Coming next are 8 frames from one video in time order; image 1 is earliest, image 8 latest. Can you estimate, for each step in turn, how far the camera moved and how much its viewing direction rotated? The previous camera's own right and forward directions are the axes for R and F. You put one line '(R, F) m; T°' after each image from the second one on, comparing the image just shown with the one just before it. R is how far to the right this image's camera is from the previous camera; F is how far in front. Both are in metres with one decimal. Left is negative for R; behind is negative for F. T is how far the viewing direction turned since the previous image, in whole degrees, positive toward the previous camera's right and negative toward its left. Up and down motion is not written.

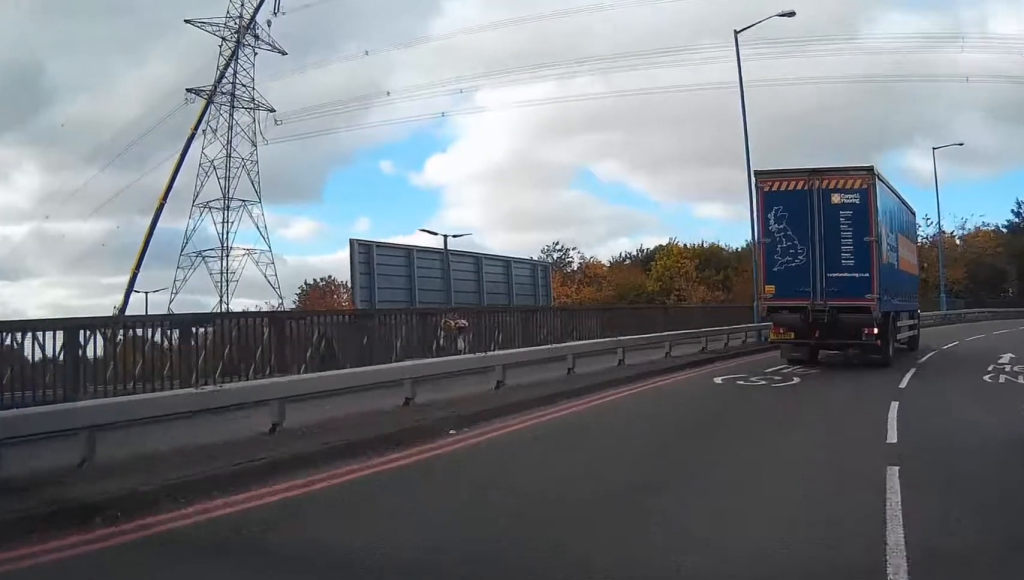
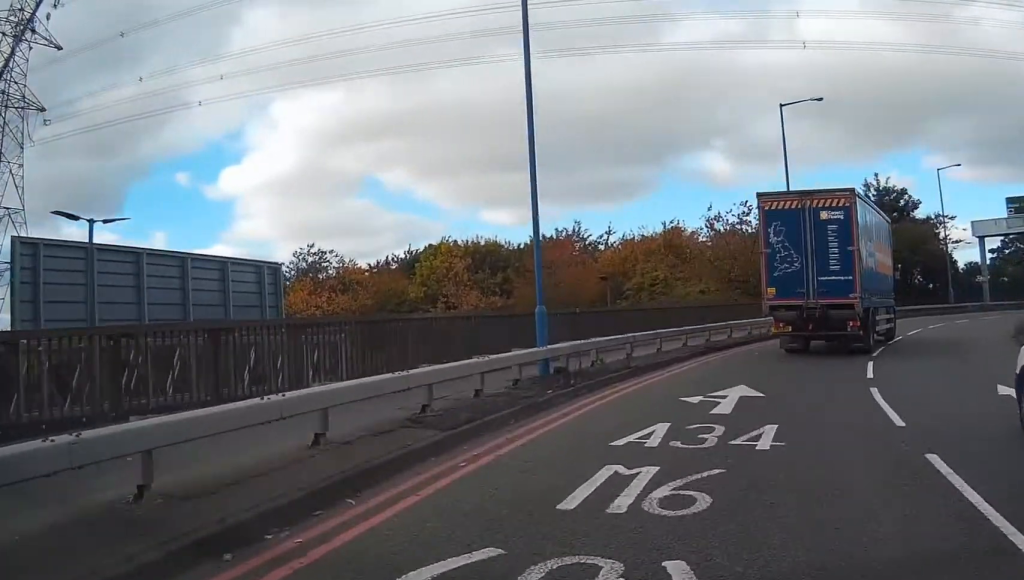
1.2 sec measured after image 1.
(0.0, +10.7) m; +1°
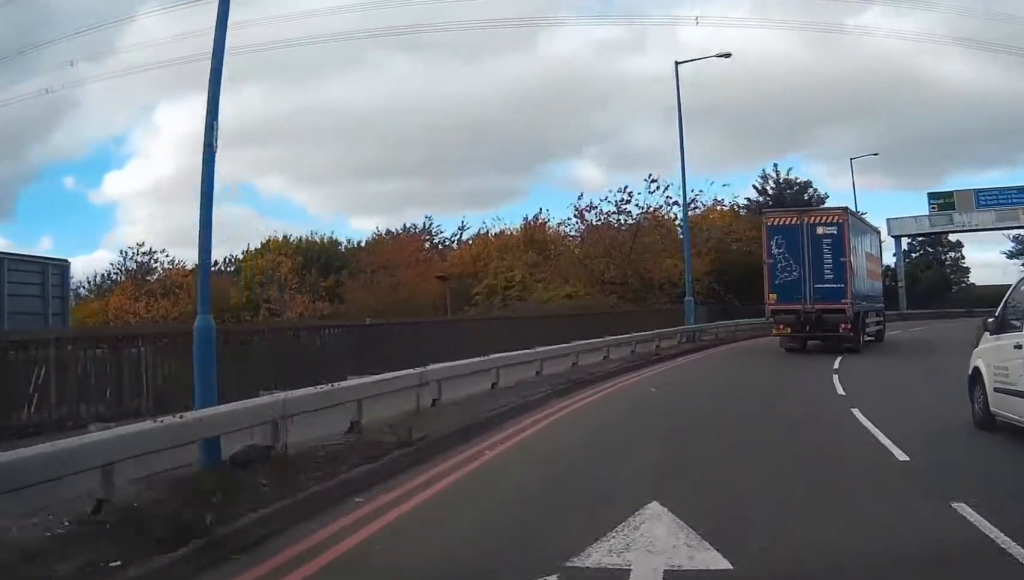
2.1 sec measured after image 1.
(+0.1, +8.1) m; +7°
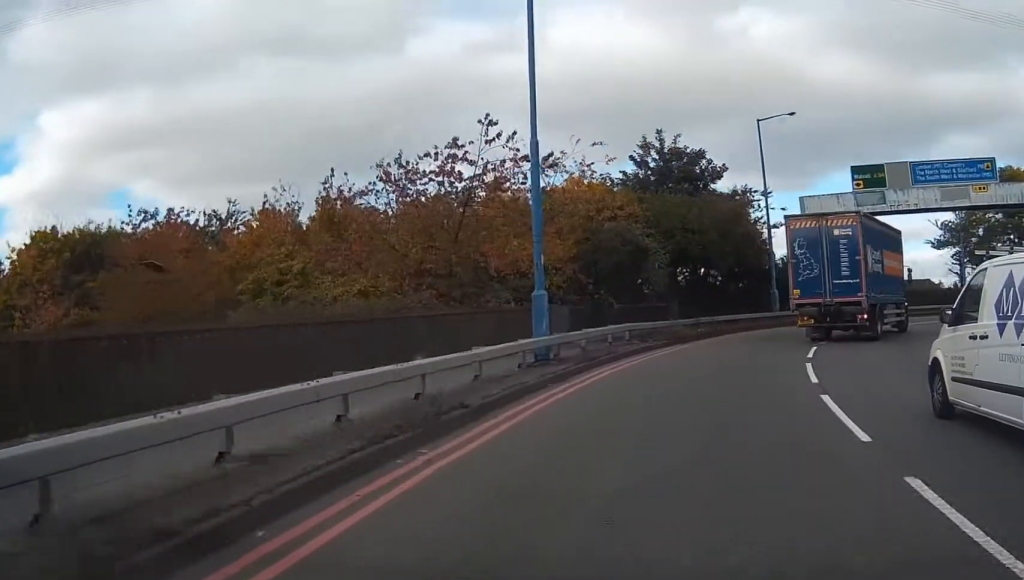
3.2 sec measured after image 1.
(+1.4, +10.7) m; +15°
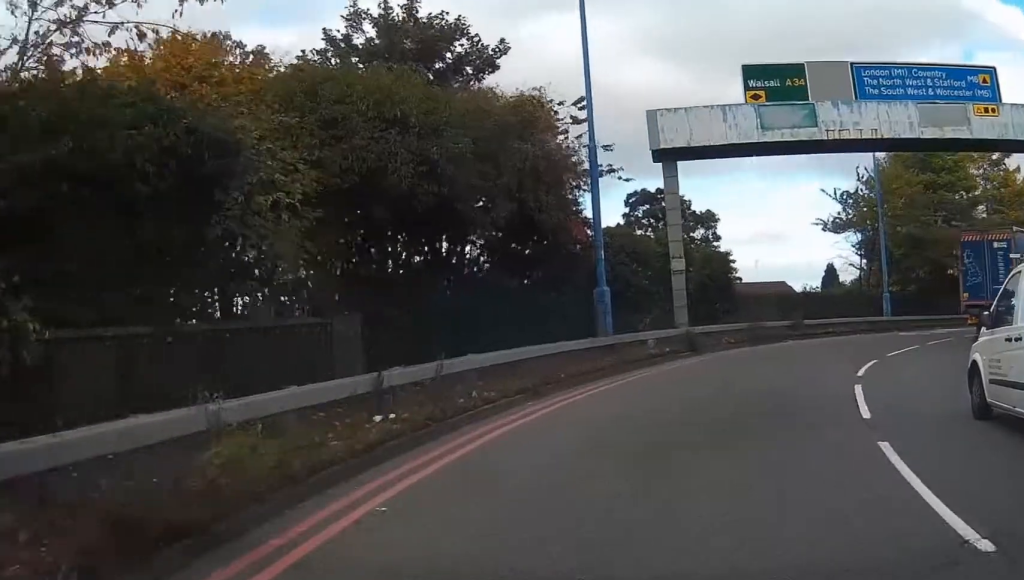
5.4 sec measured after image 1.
(+3.3, +22.6) m; +15°
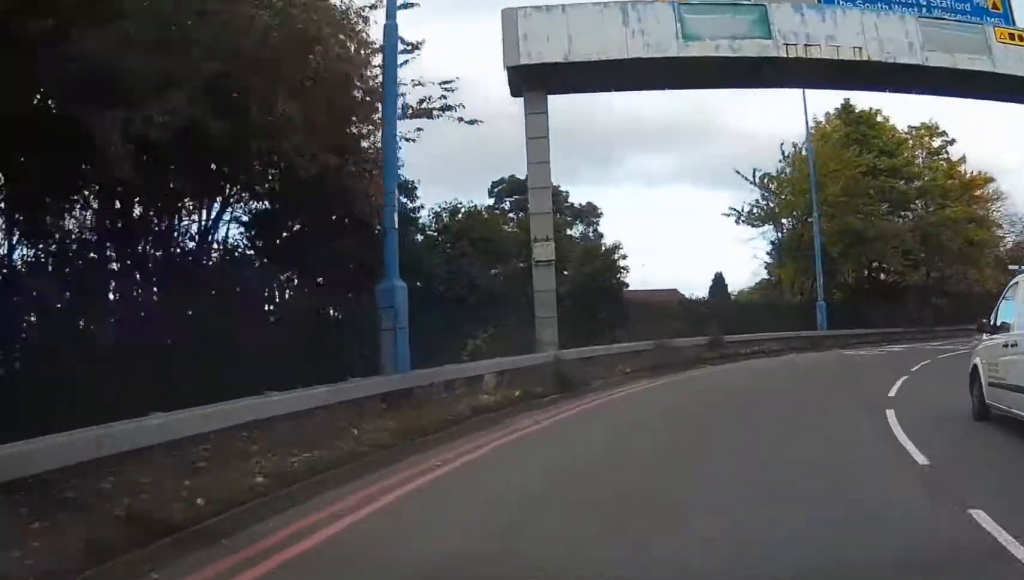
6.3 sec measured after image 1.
(+0.8, +9.4) m; +10°
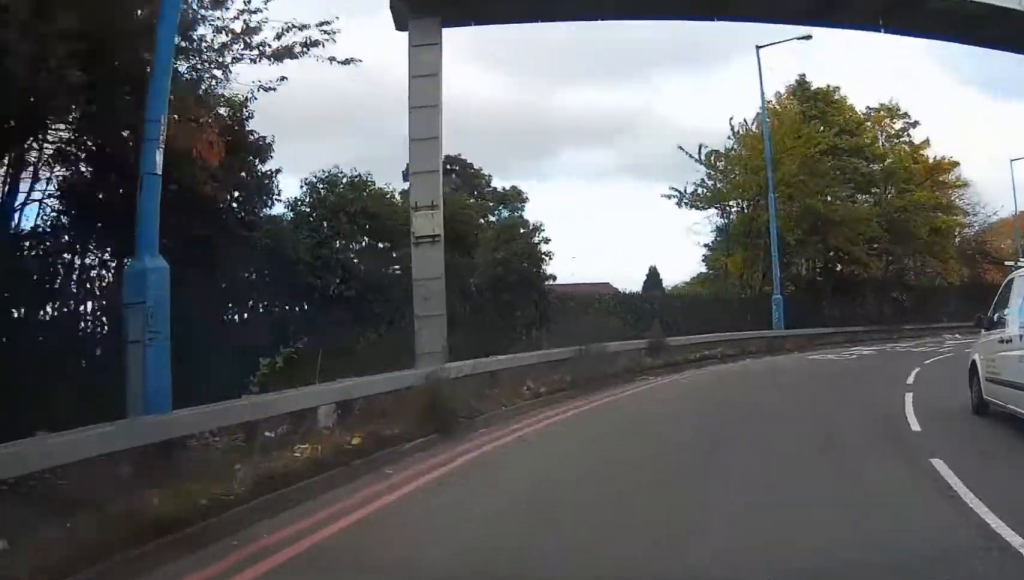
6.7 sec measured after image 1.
(+0.2, +4.4) m; +5°
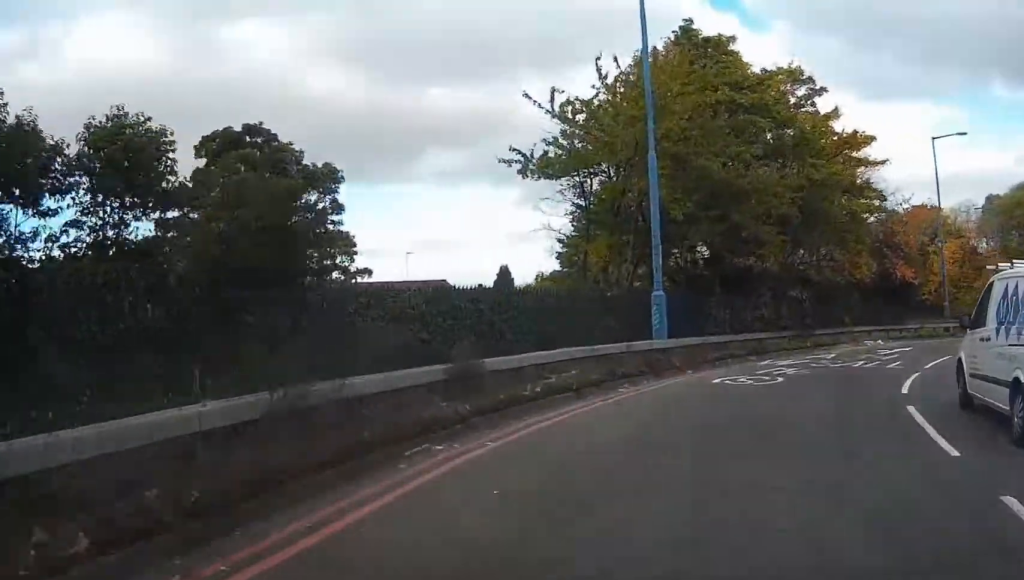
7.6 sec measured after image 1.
(+0.6, +8.5) m; +9°
